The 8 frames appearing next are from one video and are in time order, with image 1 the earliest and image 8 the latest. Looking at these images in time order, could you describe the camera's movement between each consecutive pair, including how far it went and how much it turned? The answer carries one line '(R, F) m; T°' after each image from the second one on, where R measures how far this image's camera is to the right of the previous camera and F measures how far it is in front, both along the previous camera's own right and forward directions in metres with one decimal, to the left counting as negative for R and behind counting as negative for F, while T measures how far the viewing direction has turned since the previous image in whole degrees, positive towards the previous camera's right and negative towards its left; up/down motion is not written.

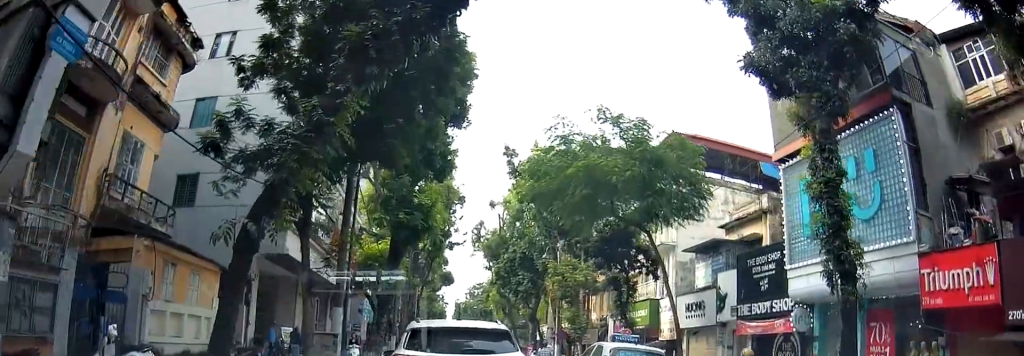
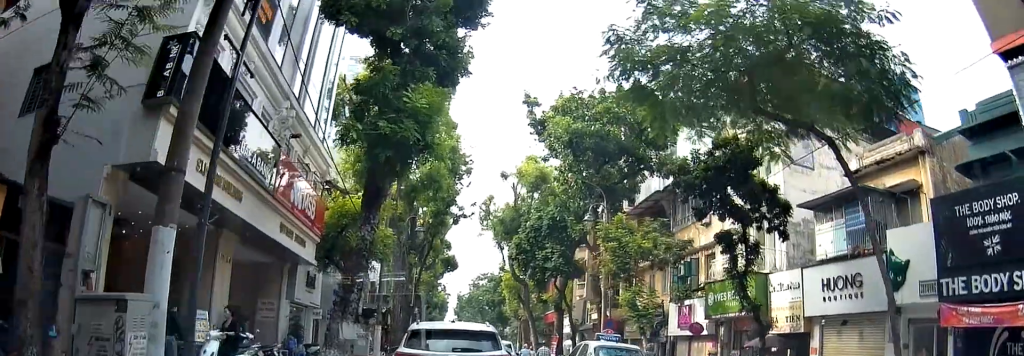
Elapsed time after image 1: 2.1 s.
(+1.1, +10.3) m; +15°
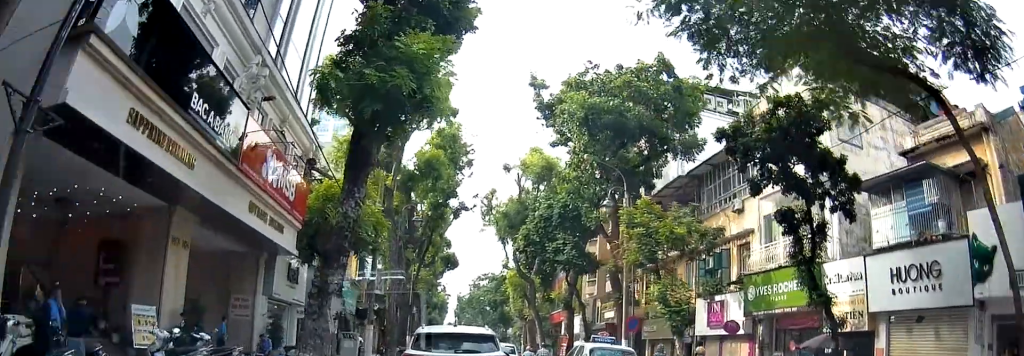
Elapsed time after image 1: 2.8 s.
(+0.1, +3.0) m; +2°
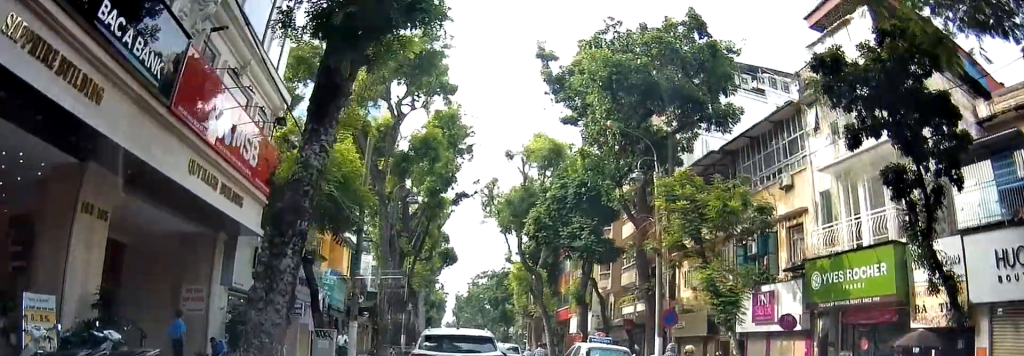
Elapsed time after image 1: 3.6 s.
(+0.4, +3.6) m; -3°
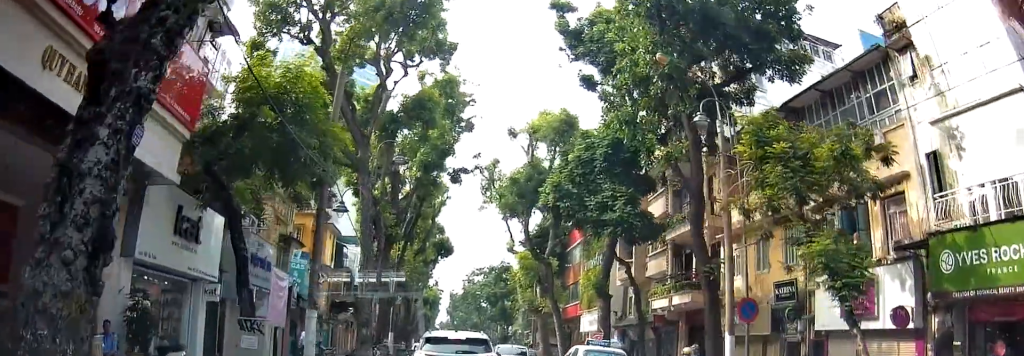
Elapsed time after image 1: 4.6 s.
(-0.8, +7.5) m; -7°
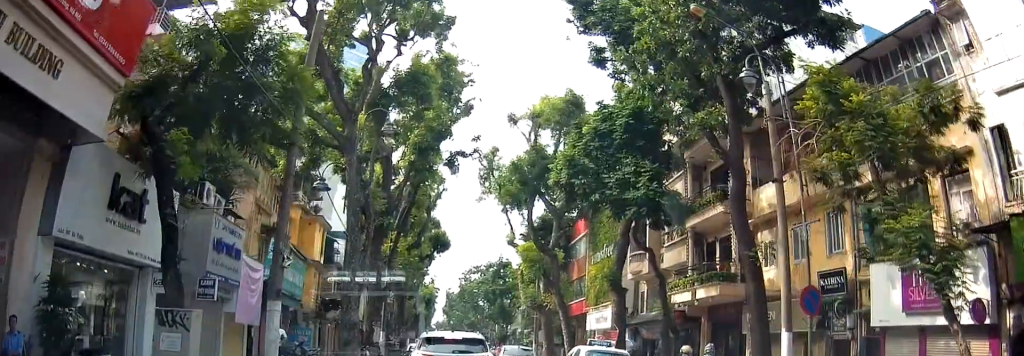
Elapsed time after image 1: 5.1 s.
(-0.1, +4.8) m; +2°
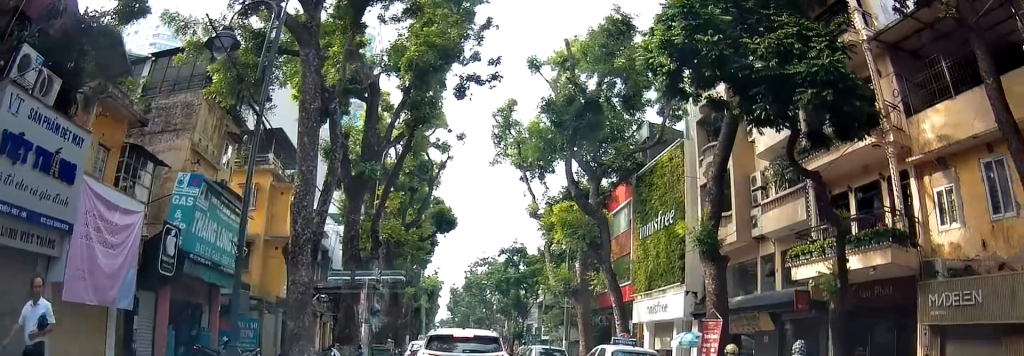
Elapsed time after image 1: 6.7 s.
(+1.0, +12.9) m; +10°
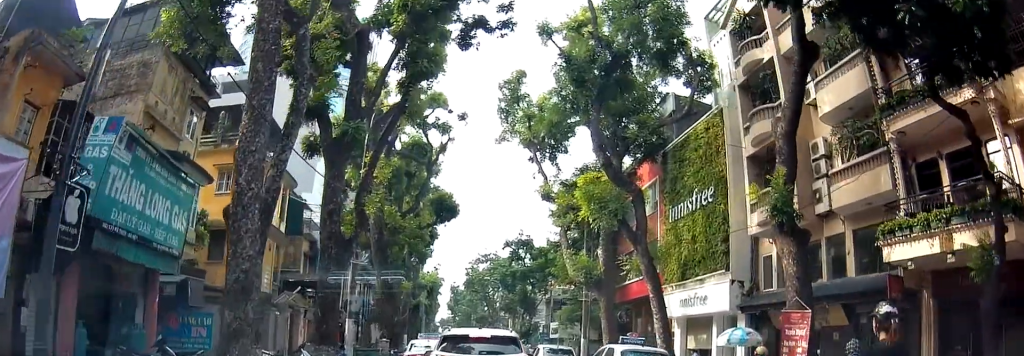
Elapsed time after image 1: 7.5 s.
(+0.4, +5.1) m; -1°
